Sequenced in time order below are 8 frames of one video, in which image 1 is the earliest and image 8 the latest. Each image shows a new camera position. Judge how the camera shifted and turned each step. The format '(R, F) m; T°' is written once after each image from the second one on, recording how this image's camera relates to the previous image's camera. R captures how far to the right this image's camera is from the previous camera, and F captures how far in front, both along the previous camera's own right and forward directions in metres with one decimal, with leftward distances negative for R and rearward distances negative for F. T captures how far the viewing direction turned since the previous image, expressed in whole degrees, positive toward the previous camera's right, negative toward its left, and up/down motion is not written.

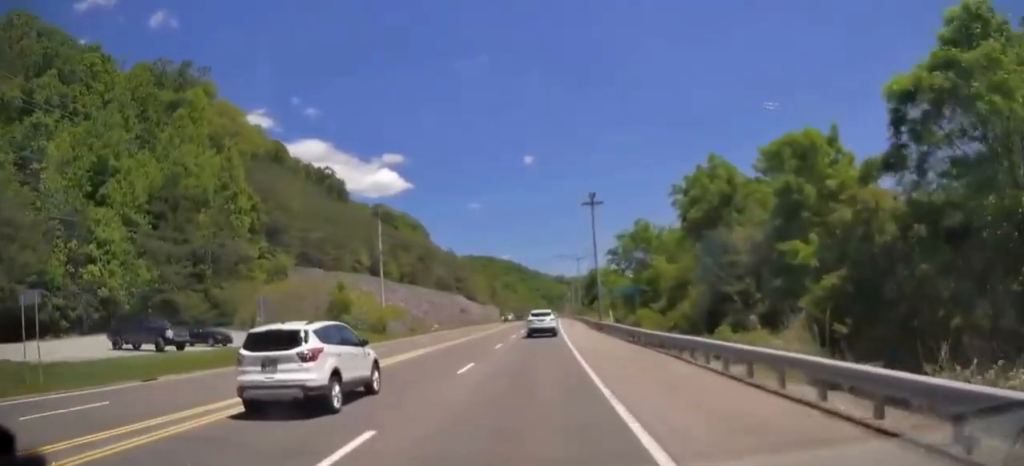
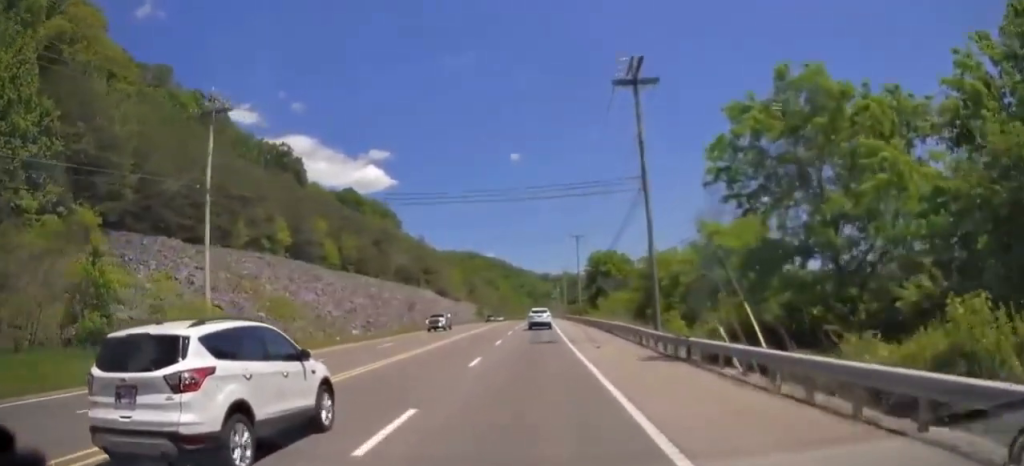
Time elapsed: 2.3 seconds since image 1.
(+0.8, +36.5) m; +2°
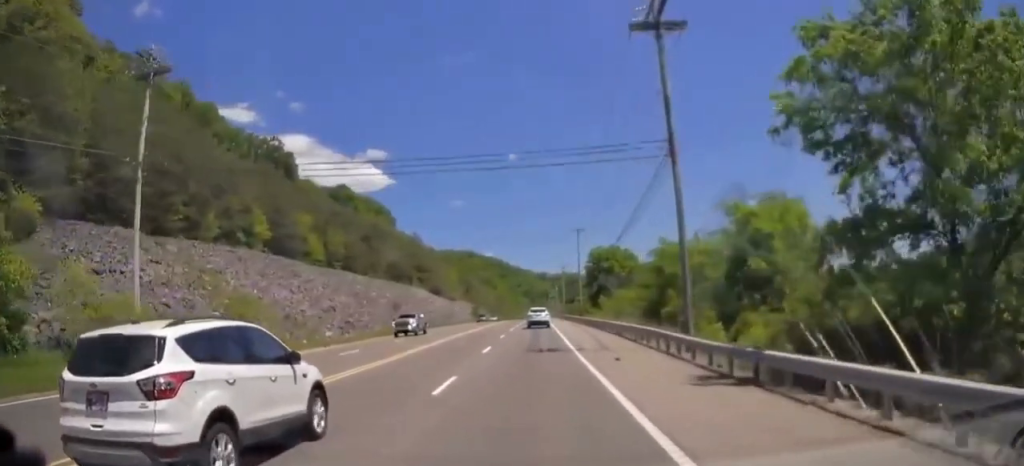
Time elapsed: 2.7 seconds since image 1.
(+0.1, +6.8) m; 0°
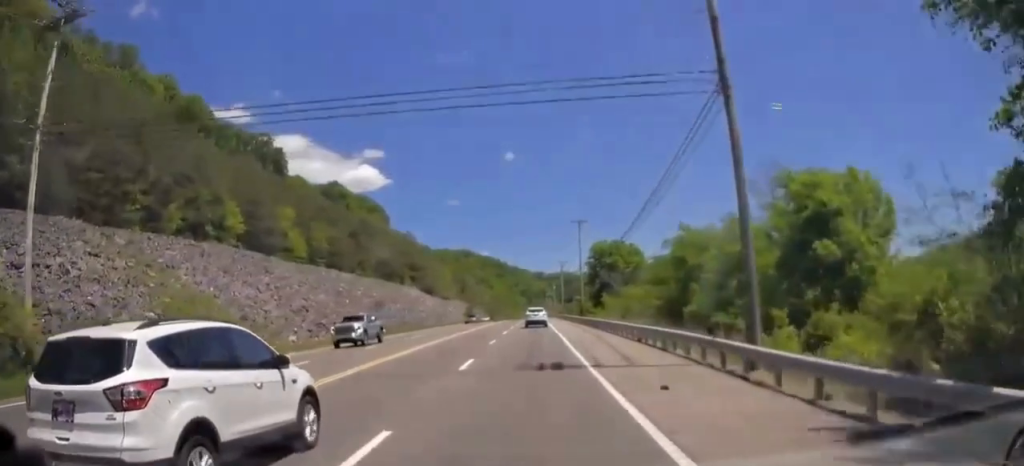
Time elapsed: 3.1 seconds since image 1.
(0.0, +7.8) m; 0°
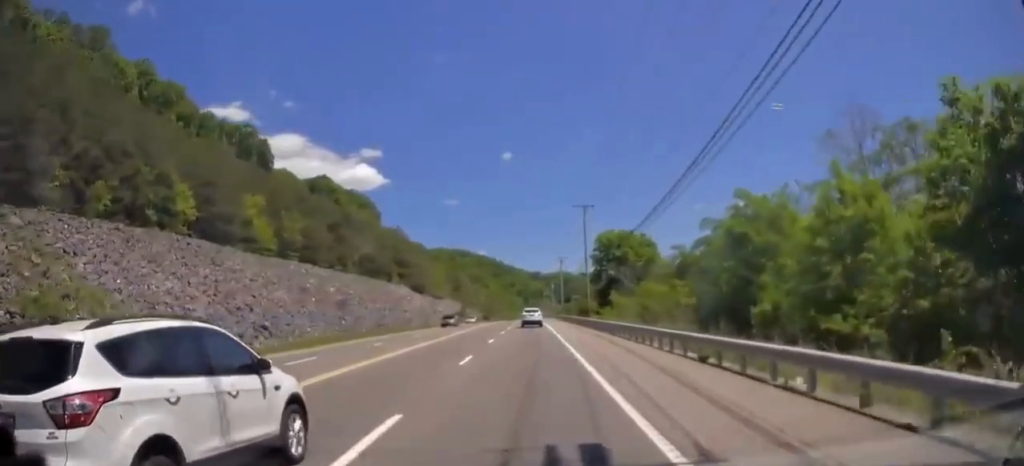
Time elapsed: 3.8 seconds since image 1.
(0.0, +11.7) m; 0°
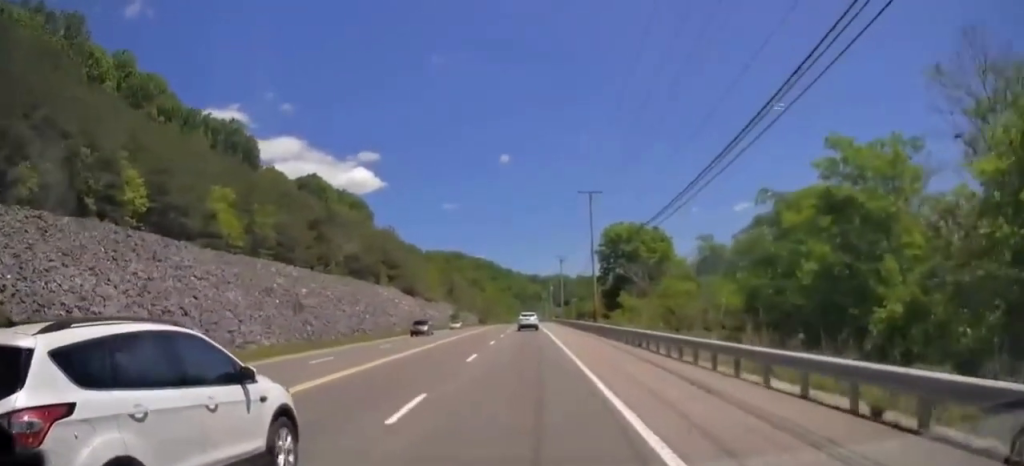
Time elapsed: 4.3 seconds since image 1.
(-0.1, +9.8) m; +1°
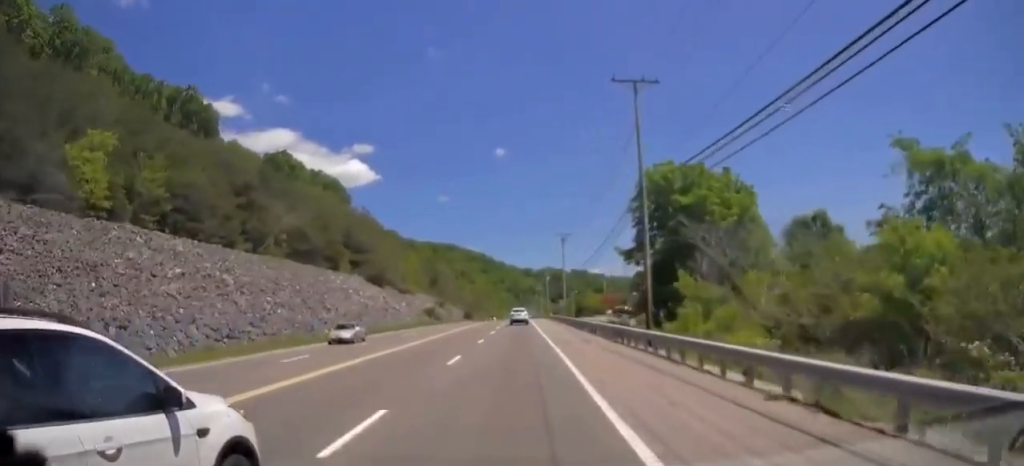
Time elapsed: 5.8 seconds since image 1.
(+1.0, +27.2) m; +5°
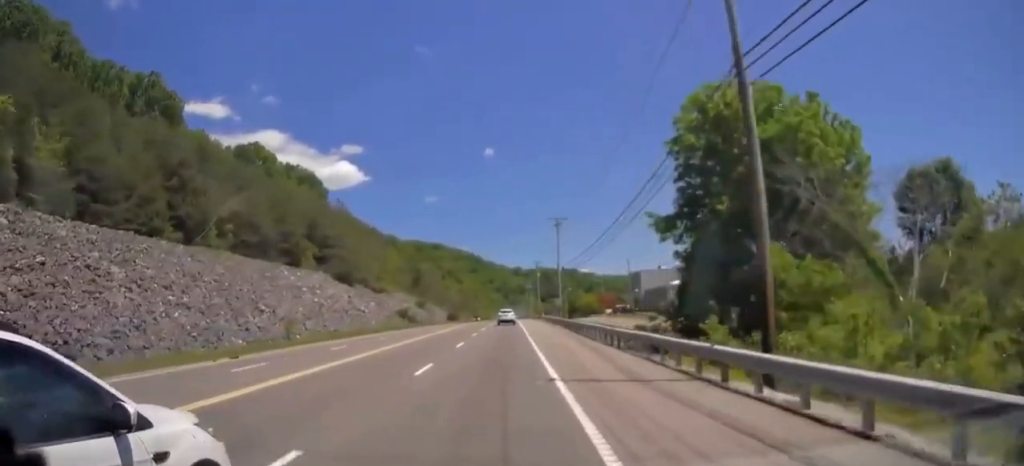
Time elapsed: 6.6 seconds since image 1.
(+0.5, +15.0) m; -1°
